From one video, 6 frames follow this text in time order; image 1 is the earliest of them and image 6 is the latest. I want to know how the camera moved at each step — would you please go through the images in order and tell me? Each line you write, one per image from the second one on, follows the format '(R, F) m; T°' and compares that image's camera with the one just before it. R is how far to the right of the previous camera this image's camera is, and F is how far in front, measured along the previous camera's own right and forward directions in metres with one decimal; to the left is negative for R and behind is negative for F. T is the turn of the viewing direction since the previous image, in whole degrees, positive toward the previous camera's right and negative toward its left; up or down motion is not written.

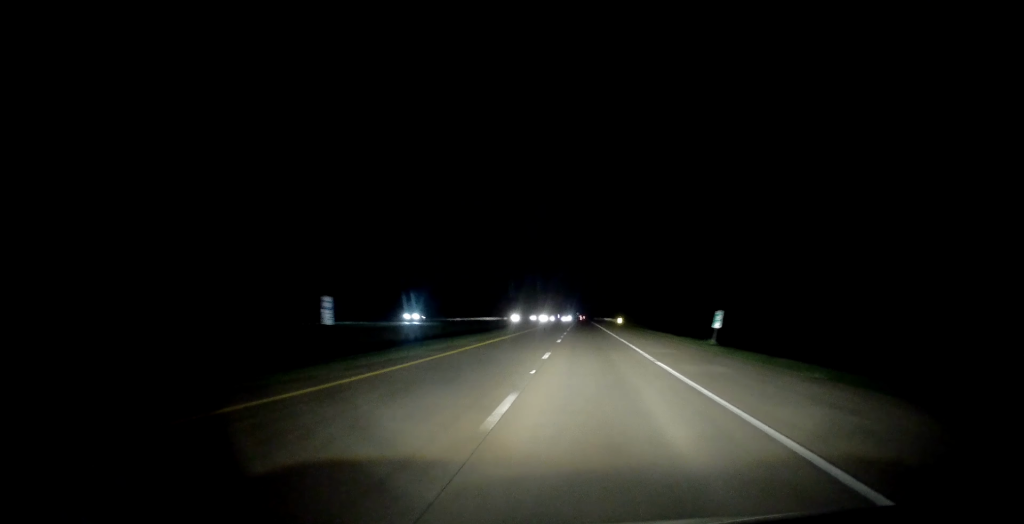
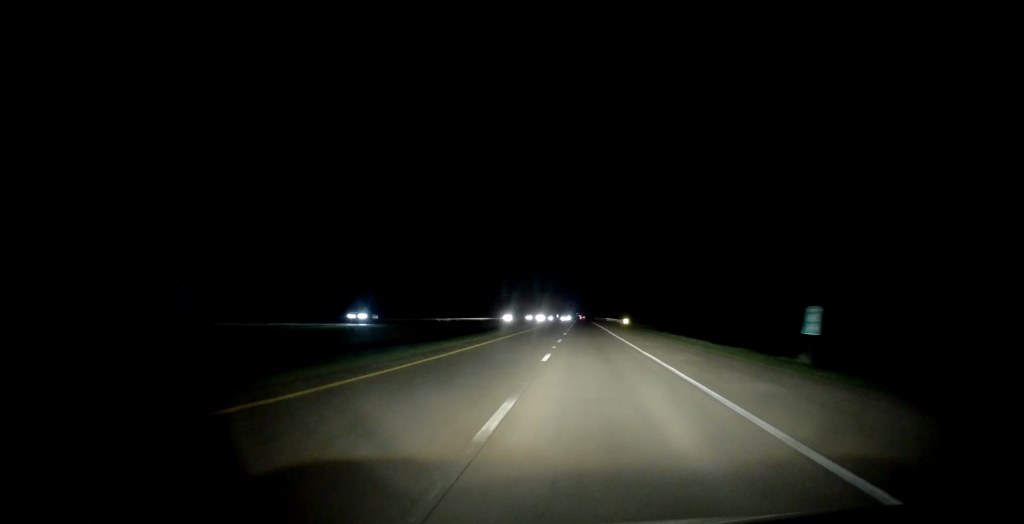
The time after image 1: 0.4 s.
(+0.1, +12.9) m; 0°
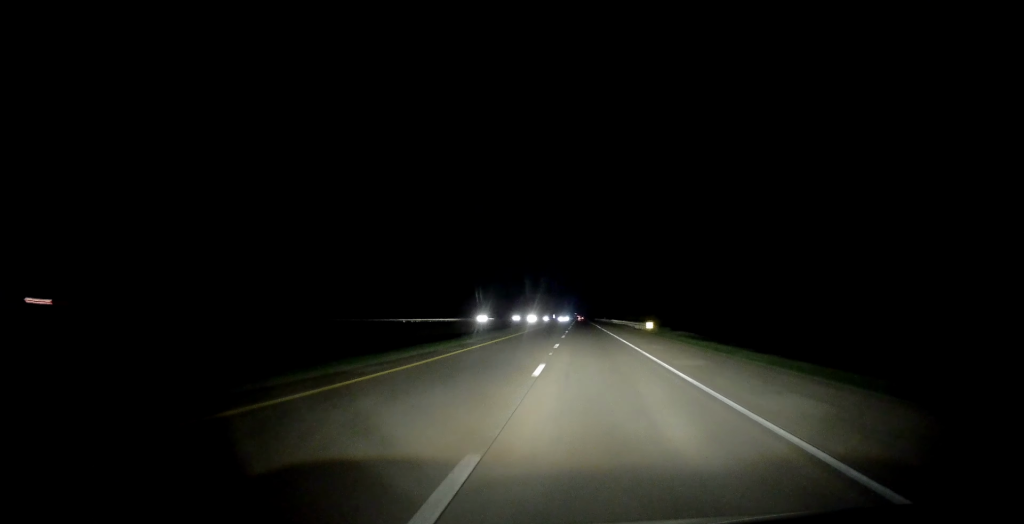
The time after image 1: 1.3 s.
(-0.2, +29.2) m; -1°
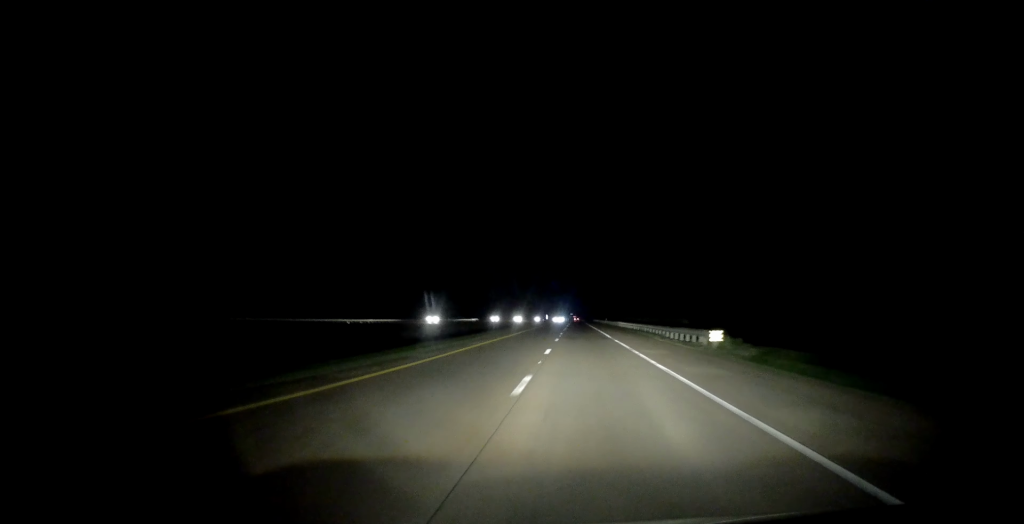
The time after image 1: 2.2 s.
(-0.2, +28.0) m; 0°
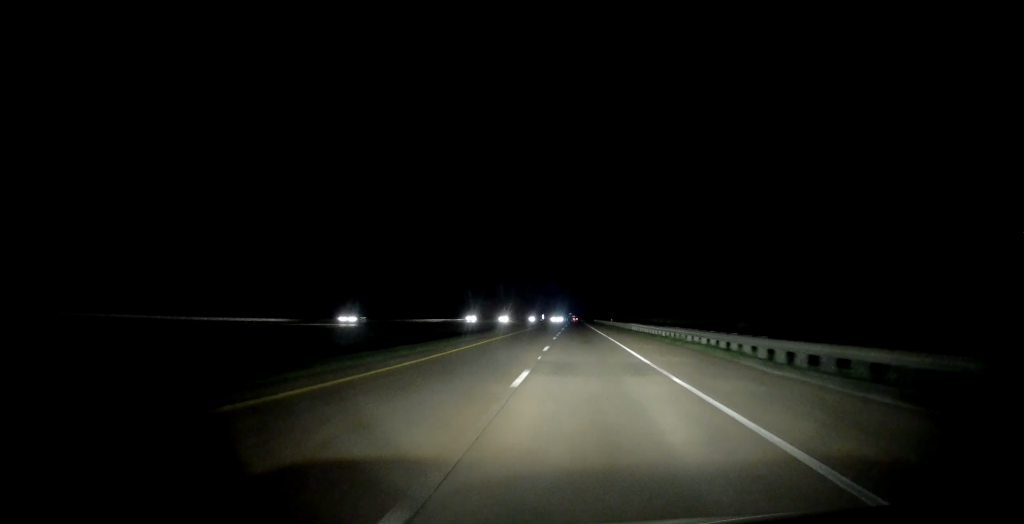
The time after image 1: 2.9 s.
(+0.1, +22.5) m; 0°
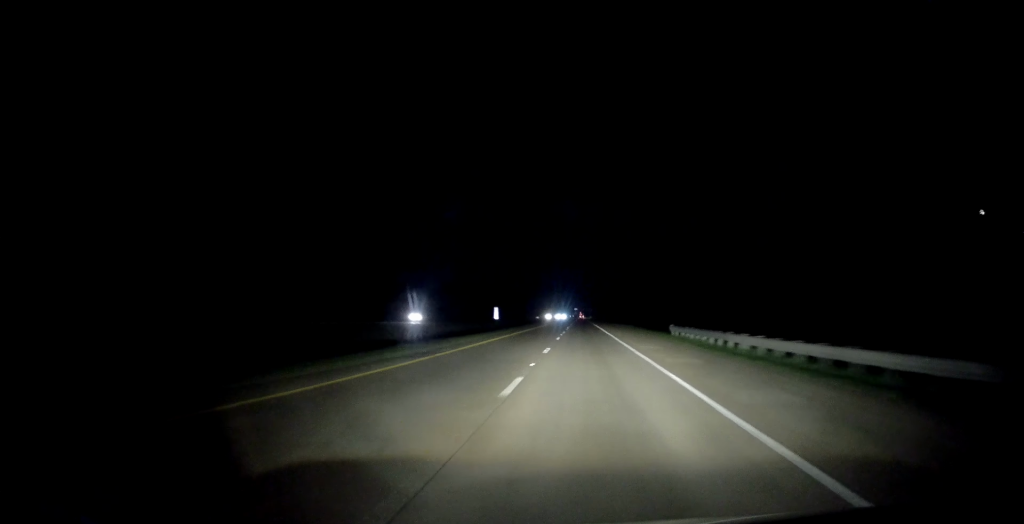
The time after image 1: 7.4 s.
(+0.3, +146.3) m; 0°
